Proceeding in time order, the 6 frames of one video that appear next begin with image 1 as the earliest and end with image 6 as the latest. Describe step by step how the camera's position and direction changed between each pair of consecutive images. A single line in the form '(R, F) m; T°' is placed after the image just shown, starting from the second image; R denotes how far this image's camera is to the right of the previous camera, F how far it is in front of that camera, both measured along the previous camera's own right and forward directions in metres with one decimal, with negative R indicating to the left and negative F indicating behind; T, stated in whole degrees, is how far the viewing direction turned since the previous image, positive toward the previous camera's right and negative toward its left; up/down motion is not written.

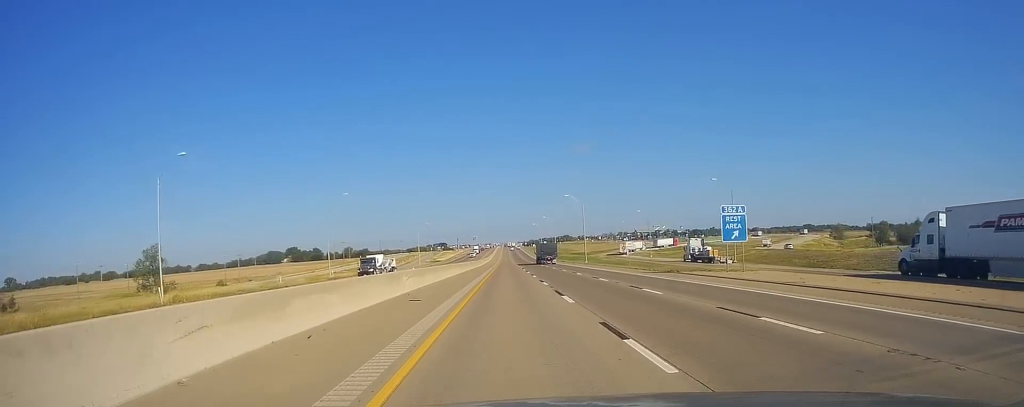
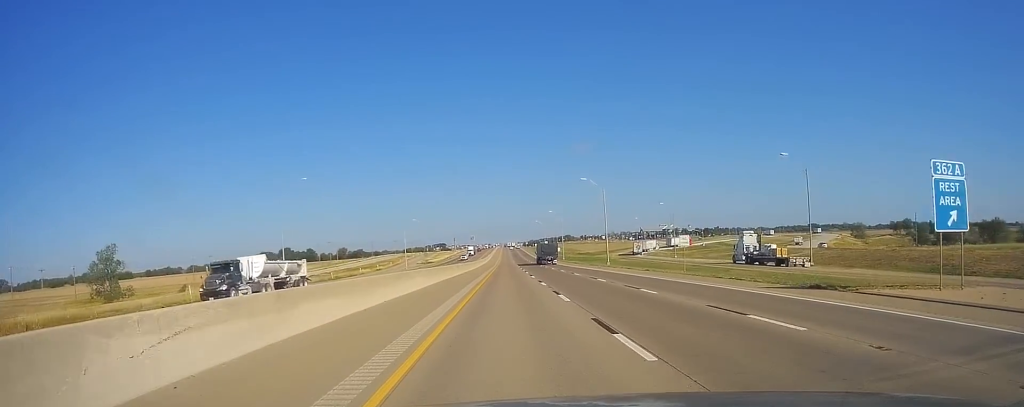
(+0.3, +23.3) m; 0°
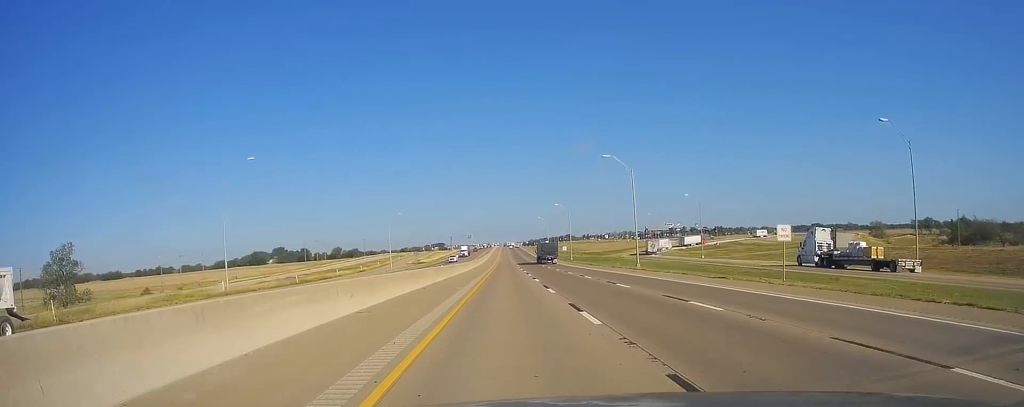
(+0.3, +19.3) m; 0°
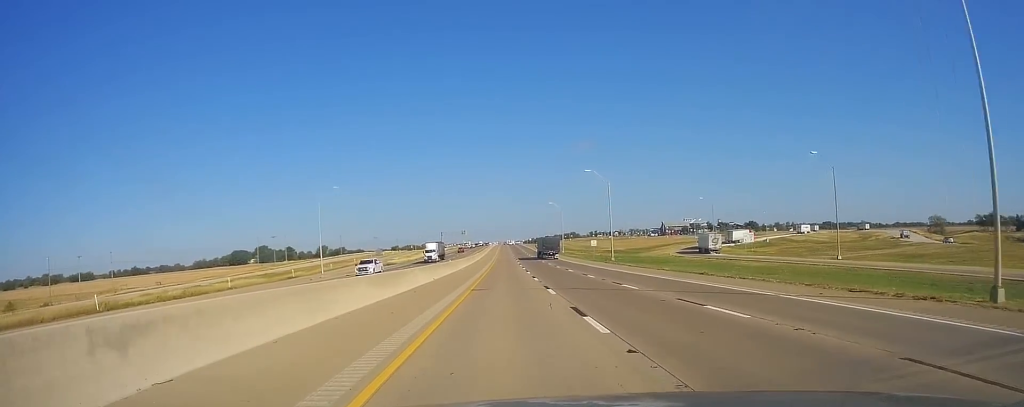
(-0.9, +50.8) m; -1°
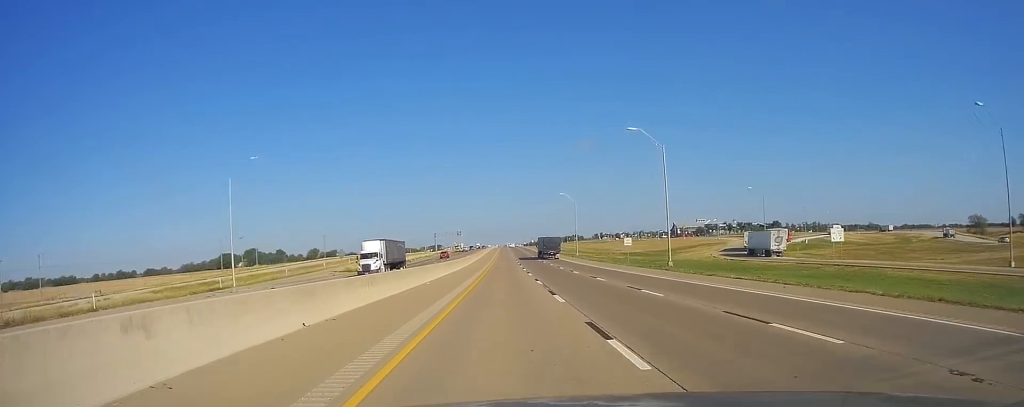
(+0.1, +28.5) m; 0°
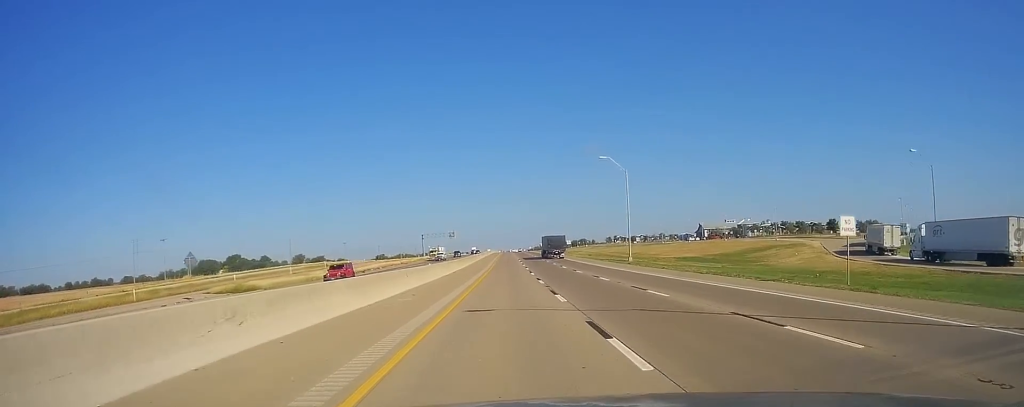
(-0.1, +49.1) m; -1°
